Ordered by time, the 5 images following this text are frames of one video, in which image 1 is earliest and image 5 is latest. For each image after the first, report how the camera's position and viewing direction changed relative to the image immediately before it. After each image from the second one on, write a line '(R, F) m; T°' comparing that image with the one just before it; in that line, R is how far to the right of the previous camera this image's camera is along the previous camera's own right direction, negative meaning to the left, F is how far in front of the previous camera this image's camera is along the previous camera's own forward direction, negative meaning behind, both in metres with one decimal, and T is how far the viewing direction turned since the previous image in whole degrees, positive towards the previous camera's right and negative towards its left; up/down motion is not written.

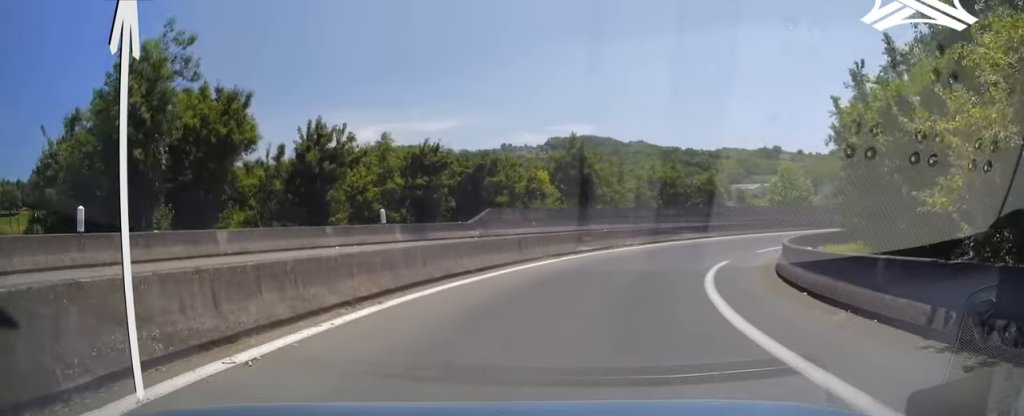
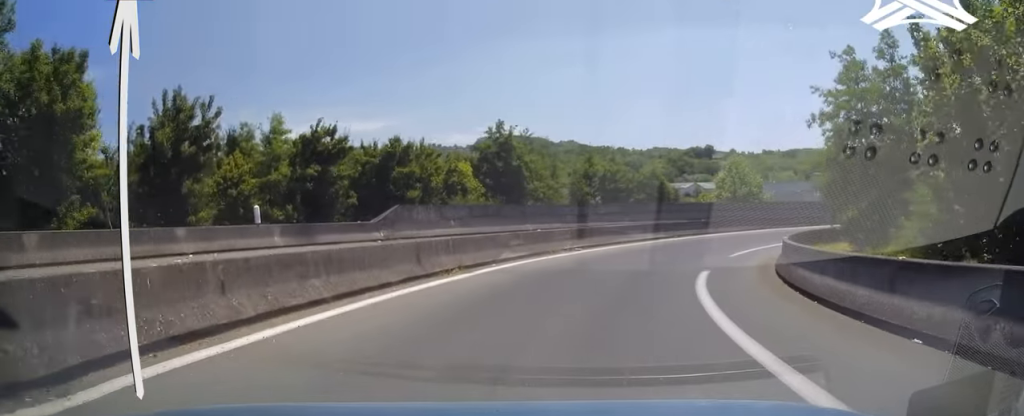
(+0.2, +5.9) m; +4°
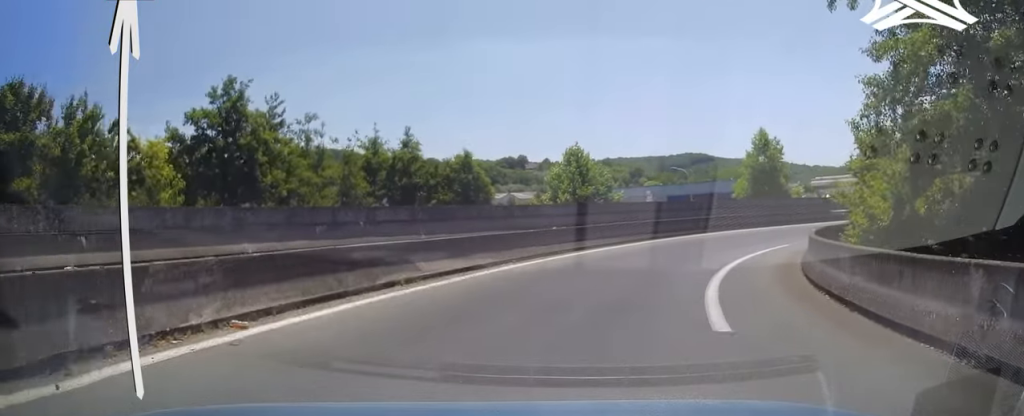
(+1.5, +16.0) m; +15°
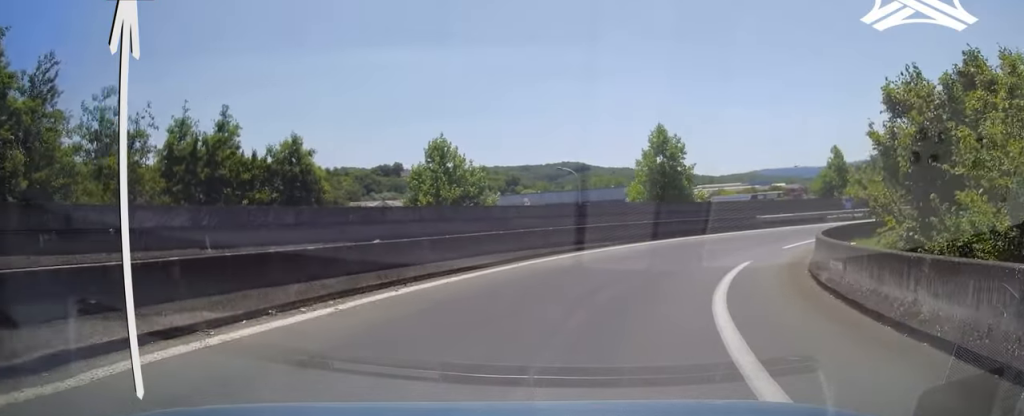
(+1.2, +8.8) m; +12°
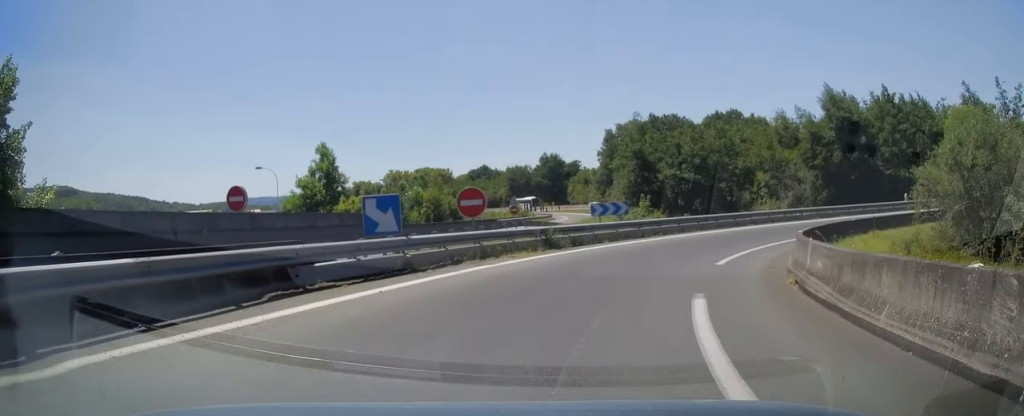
(+14.5, +29.3) m; +53°
